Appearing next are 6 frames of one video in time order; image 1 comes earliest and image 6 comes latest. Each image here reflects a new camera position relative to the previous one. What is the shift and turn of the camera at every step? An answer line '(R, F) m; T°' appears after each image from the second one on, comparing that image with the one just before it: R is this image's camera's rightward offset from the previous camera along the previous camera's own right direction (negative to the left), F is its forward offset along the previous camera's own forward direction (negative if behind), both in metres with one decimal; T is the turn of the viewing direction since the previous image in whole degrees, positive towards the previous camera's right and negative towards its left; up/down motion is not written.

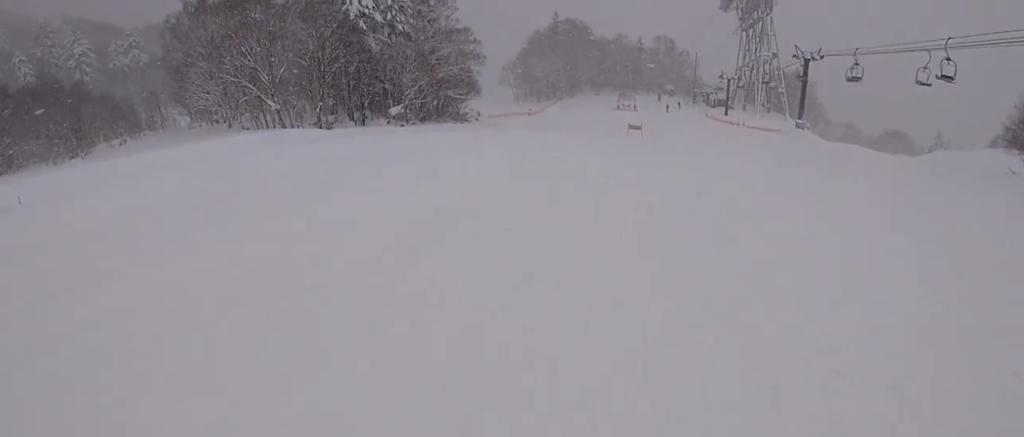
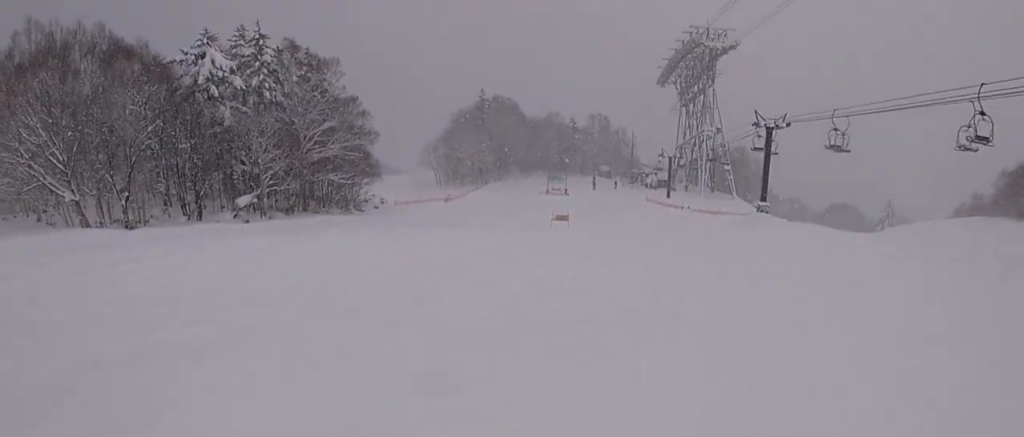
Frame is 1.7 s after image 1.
(-0.4, +15.5) m; +5°
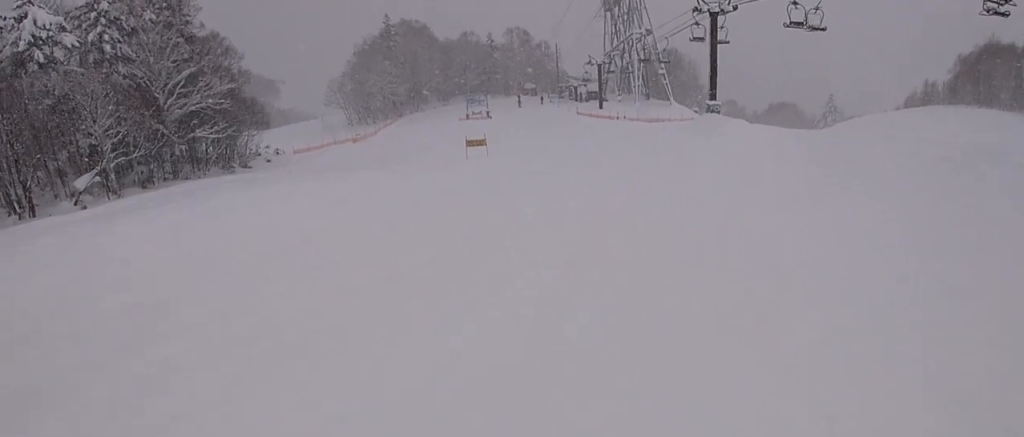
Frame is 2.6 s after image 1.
(+1.0, +8.4) m; +3°
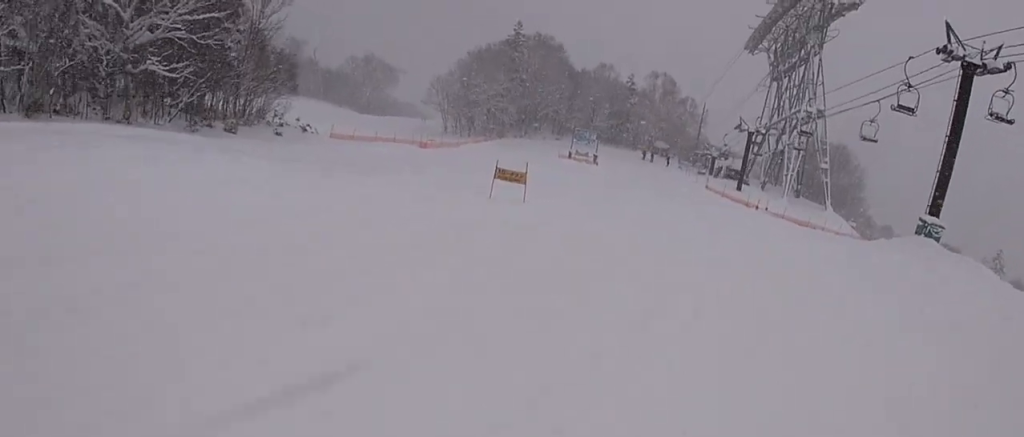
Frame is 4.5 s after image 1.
(-1.9, +18.8) m; -11°
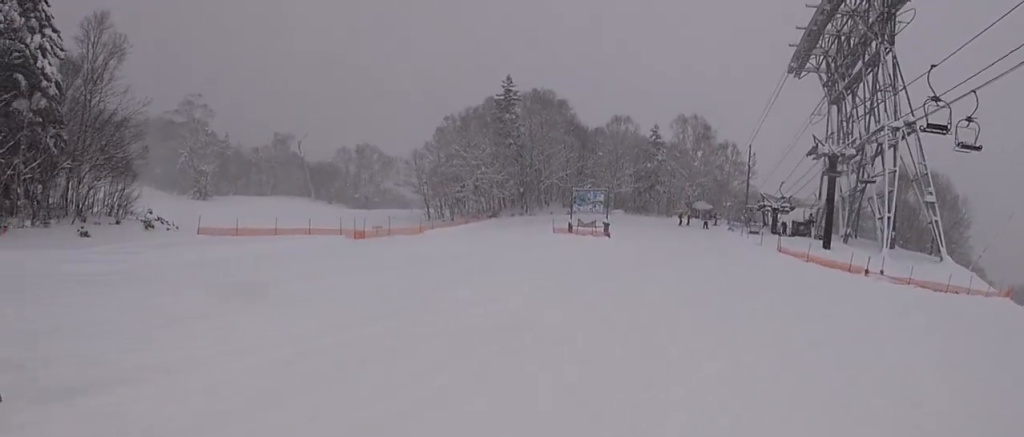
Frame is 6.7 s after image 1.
(-3.1, +21.0) m; -8°
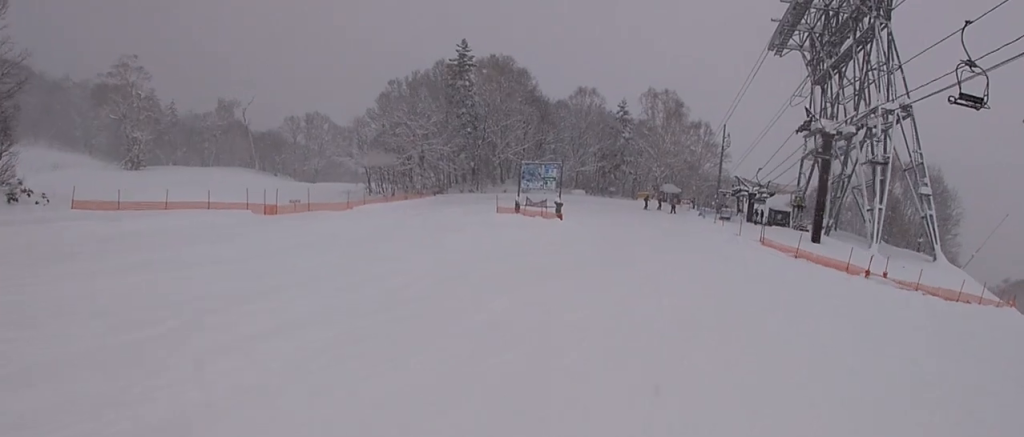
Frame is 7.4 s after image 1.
(+0.9, +6.7) m; +6°
